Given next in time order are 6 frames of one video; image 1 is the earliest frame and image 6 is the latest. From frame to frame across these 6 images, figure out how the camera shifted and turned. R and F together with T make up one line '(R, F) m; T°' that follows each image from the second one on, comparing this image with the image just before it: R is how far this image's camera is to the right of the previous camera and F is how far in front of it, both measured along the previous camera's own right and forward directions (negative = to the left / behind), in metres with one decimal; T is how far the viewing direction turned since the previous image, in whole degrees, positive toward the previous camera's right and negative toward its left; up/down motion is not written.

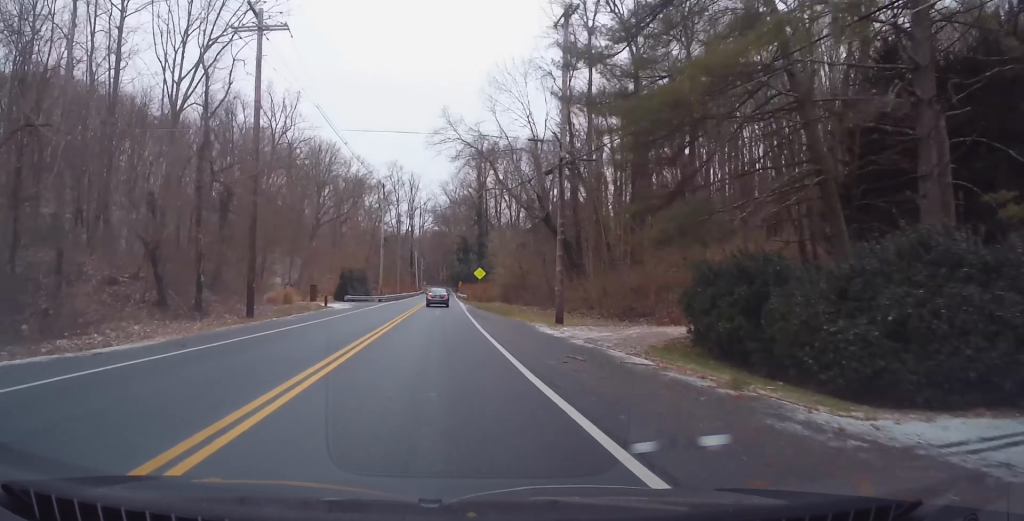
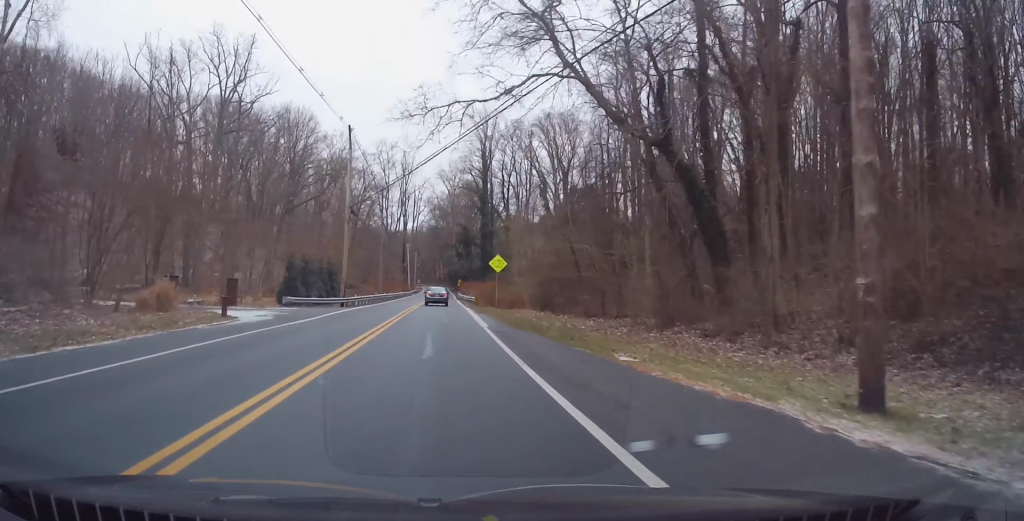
(+0.1, +25.2) m; +1°
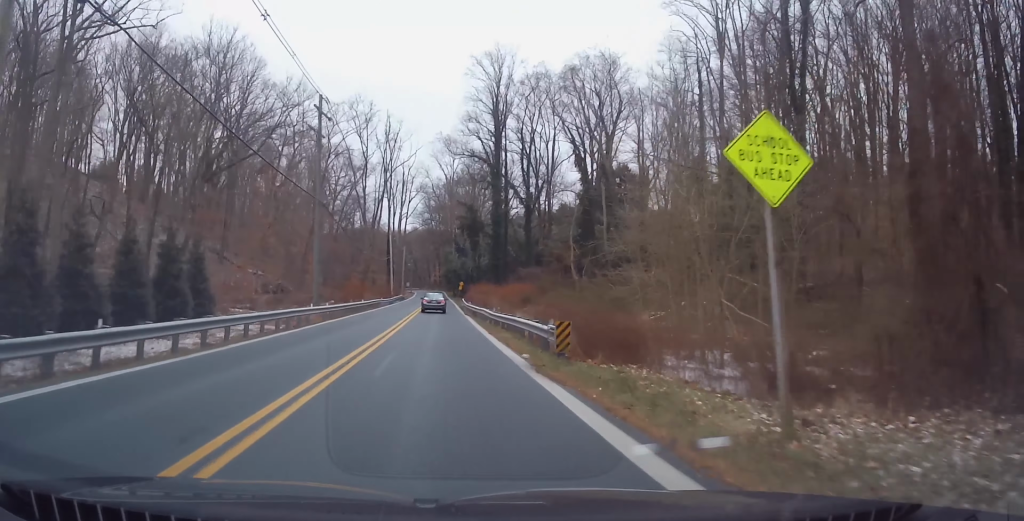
(+0.3, +36.7) m; 0°
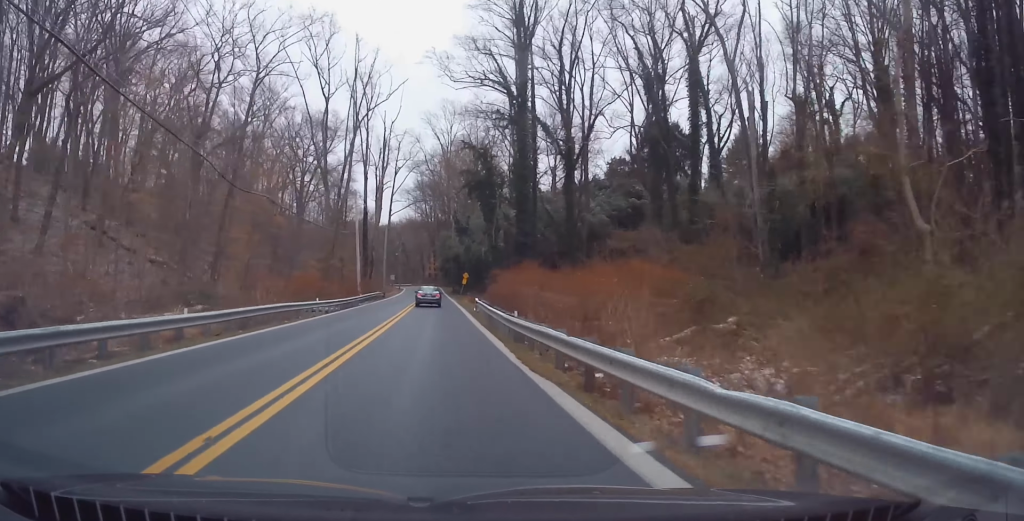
(-0.2, +34.0) m; 0°
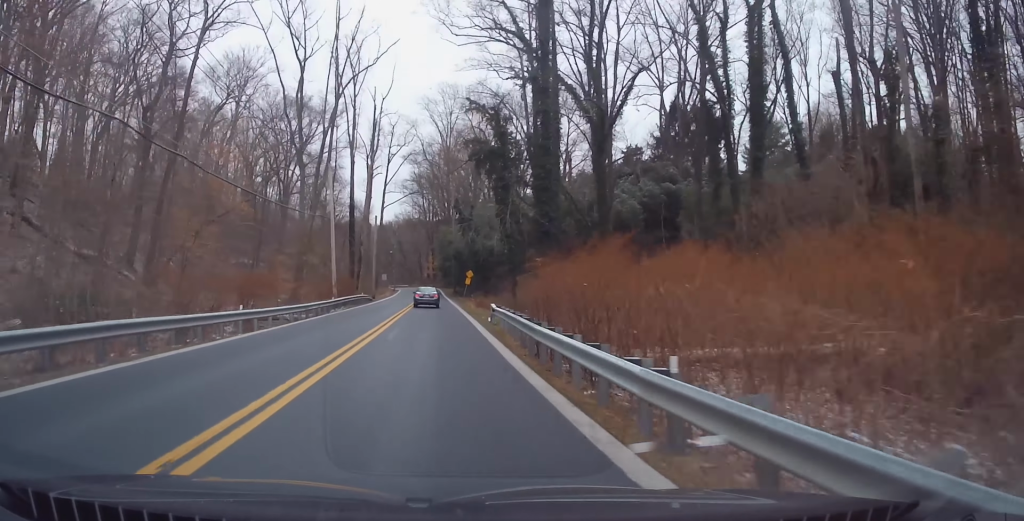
(+0.1, +12.4) m; 0°
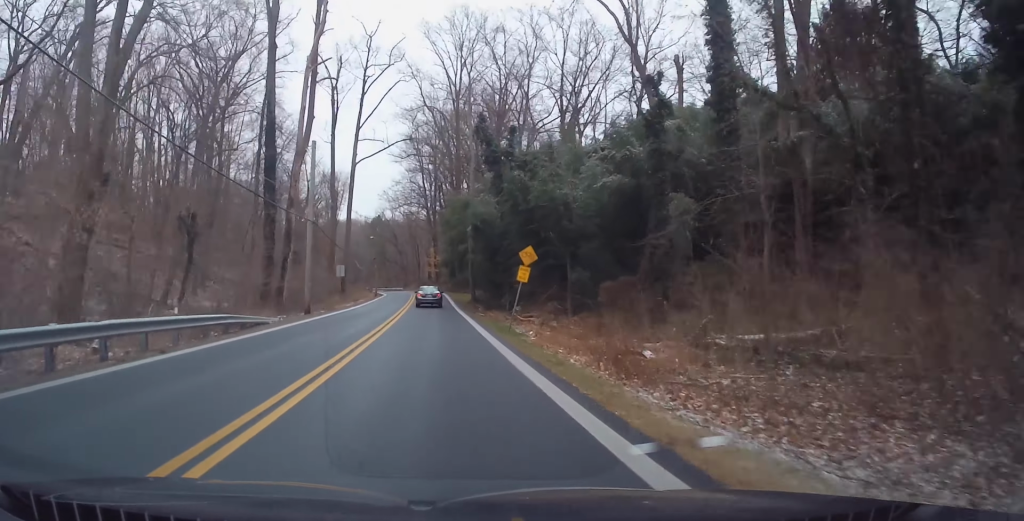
(+0.2, +40.9) m; +1°
